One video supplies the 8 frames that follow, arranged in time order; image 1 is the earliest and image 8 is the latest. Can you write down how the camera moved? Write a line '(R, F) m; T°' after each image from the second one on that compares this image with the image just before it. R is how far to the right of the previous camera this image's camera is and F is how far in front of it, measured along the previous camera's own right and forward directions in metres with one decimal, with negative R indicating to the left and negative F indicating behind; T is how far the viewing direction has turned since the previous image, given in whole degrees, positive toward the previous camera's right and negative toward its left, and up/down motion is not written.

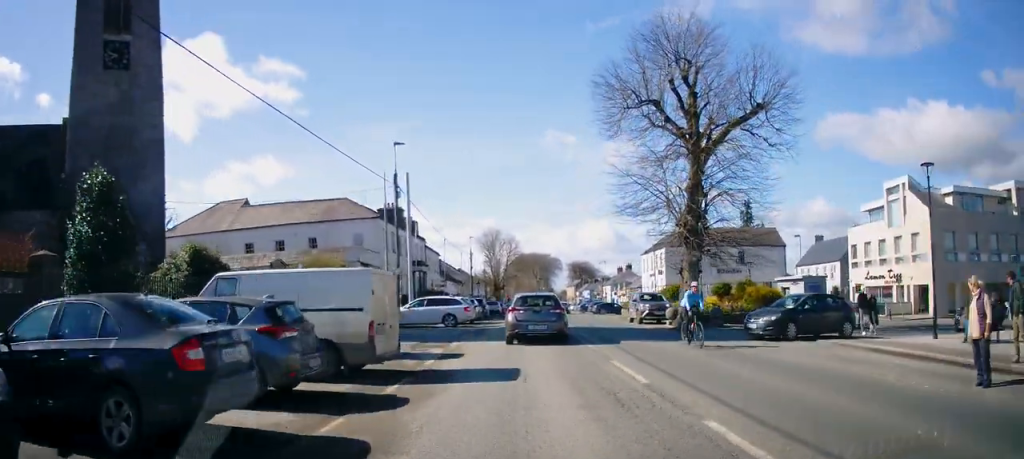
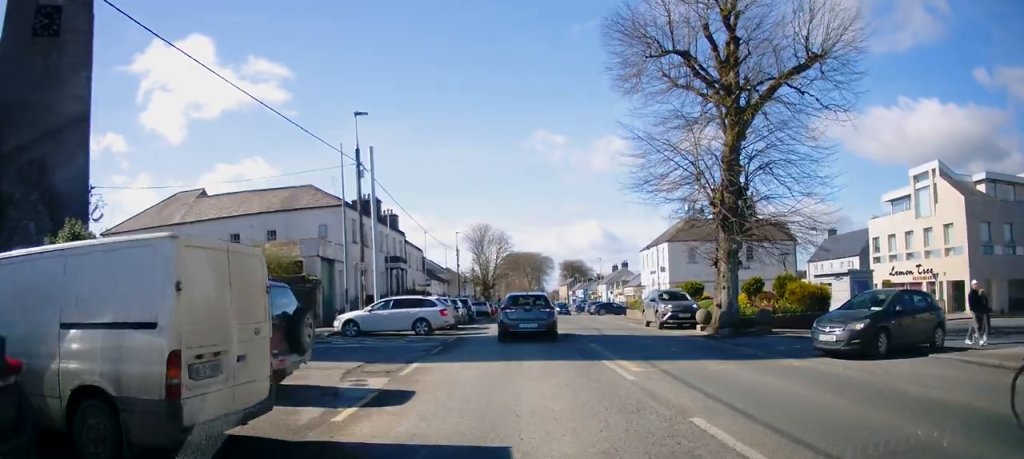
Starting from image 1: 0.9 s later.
(+0.1, +6.0) m; +1°
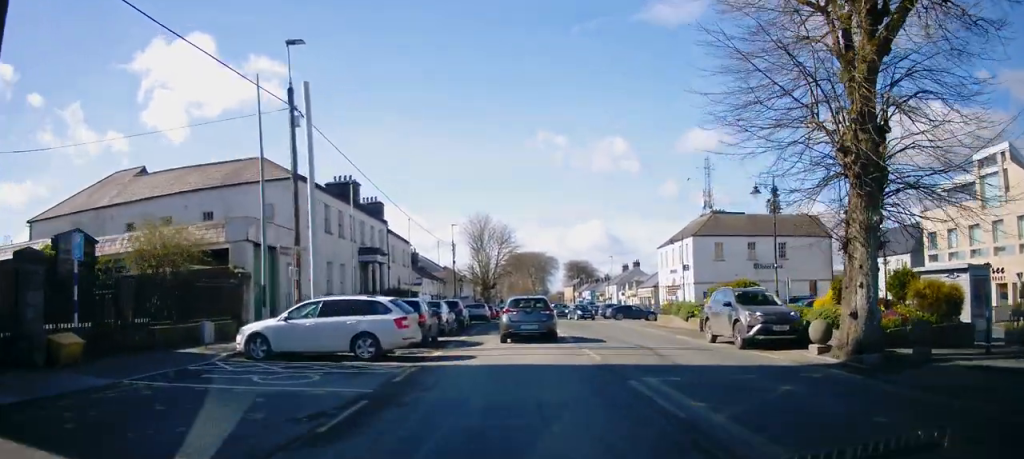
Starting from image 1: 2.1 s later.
(0.0, +8.8) m; +1°
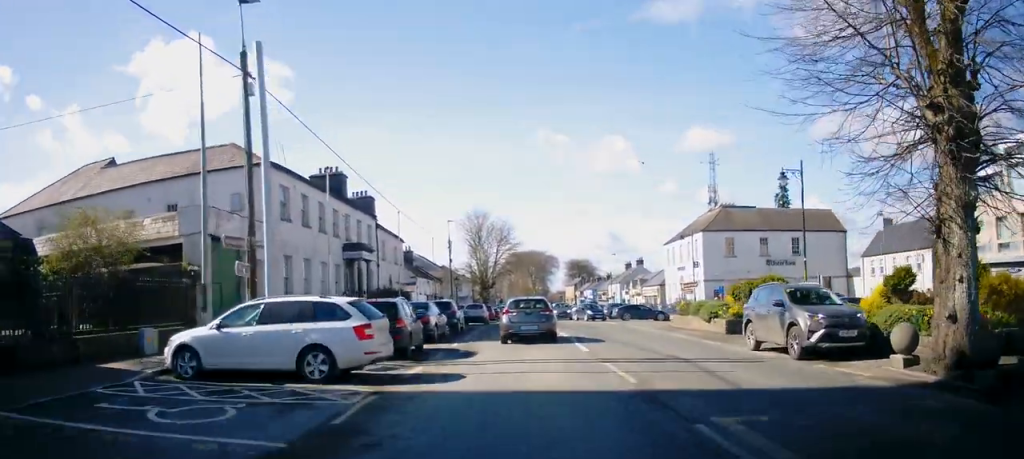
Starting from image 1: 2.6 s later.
(0.0, +3.4) m; 0°
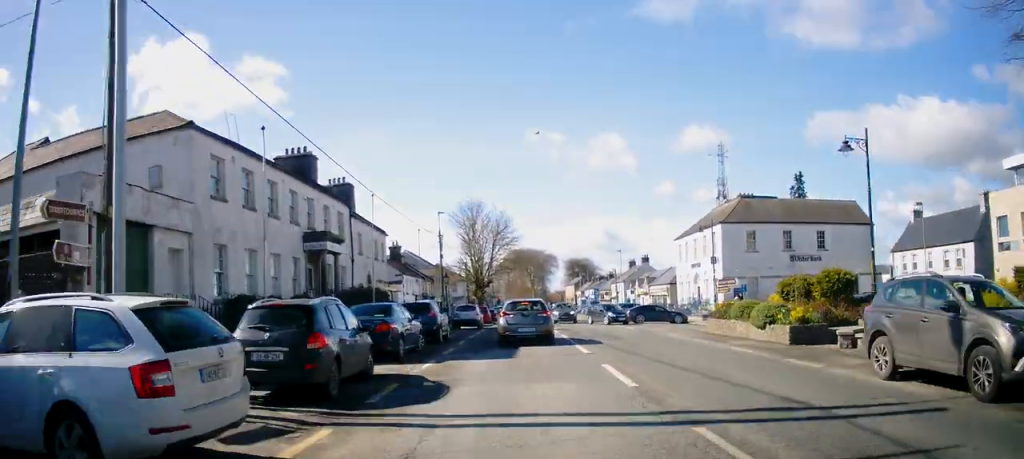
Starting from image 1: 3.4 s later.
(+0.1, +6.1) m; +1°
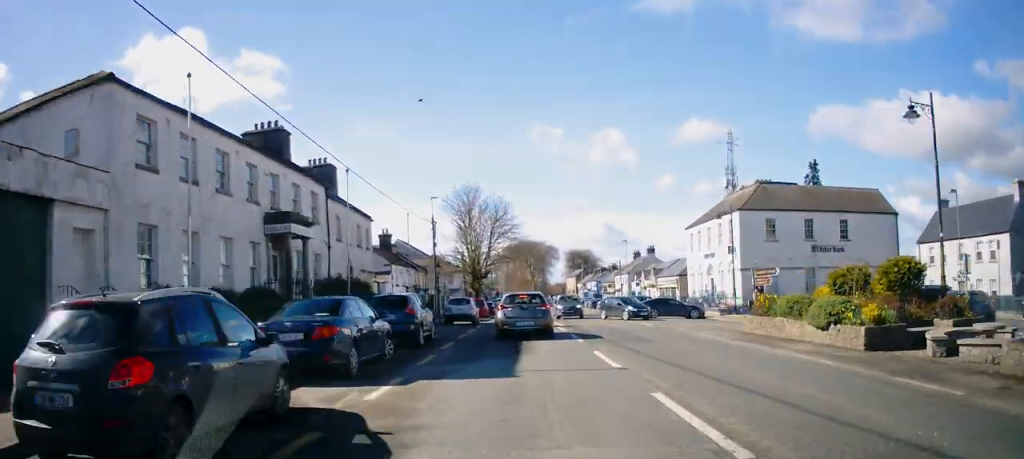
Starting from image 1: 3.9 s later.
(0.0, +4.4) m; 0°
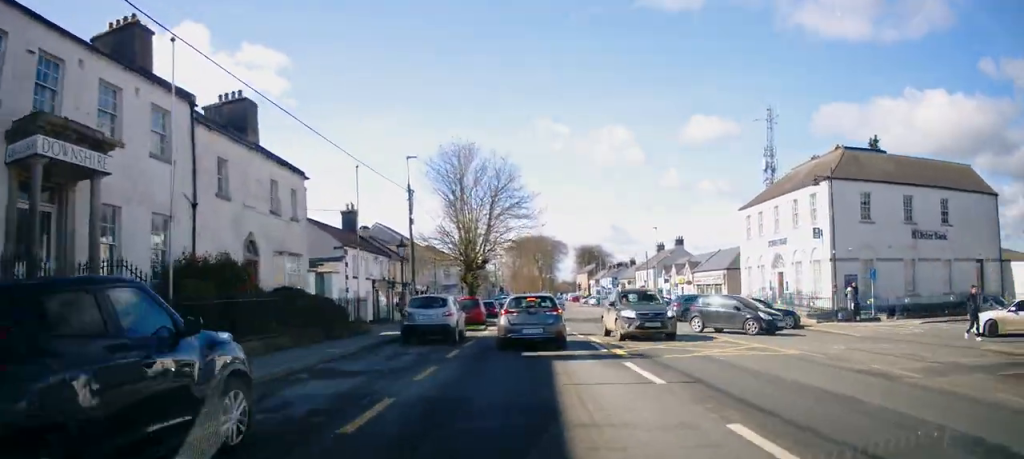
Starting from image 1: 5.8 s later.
(-0.4, +13.6) m; -3°
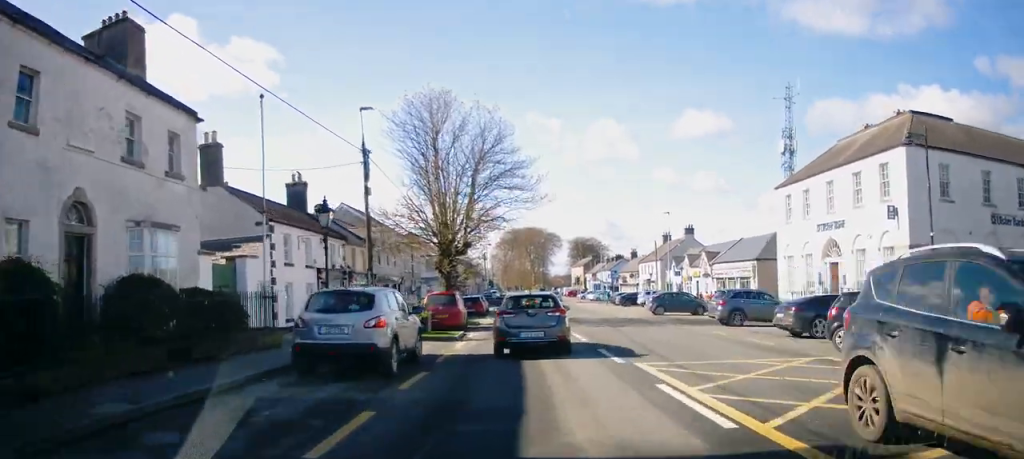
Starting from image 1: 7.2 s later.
(+0.1, +8.9) m; +3°
